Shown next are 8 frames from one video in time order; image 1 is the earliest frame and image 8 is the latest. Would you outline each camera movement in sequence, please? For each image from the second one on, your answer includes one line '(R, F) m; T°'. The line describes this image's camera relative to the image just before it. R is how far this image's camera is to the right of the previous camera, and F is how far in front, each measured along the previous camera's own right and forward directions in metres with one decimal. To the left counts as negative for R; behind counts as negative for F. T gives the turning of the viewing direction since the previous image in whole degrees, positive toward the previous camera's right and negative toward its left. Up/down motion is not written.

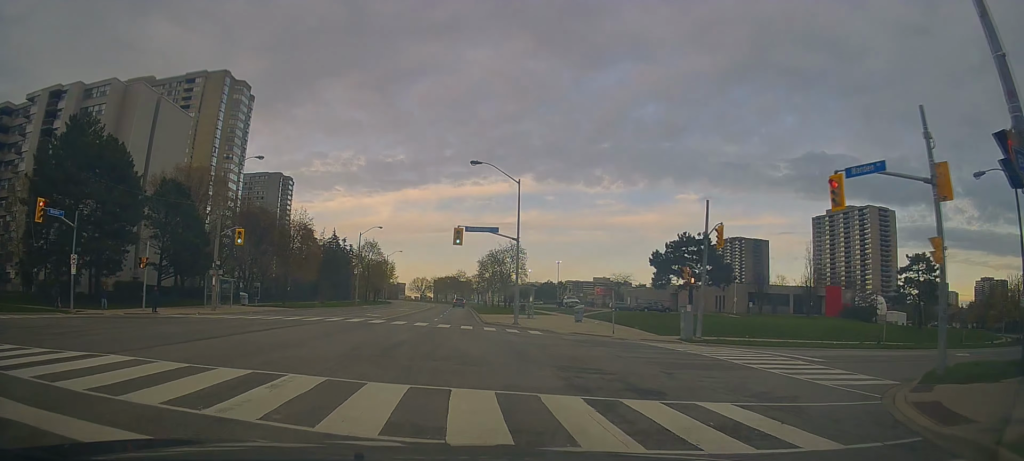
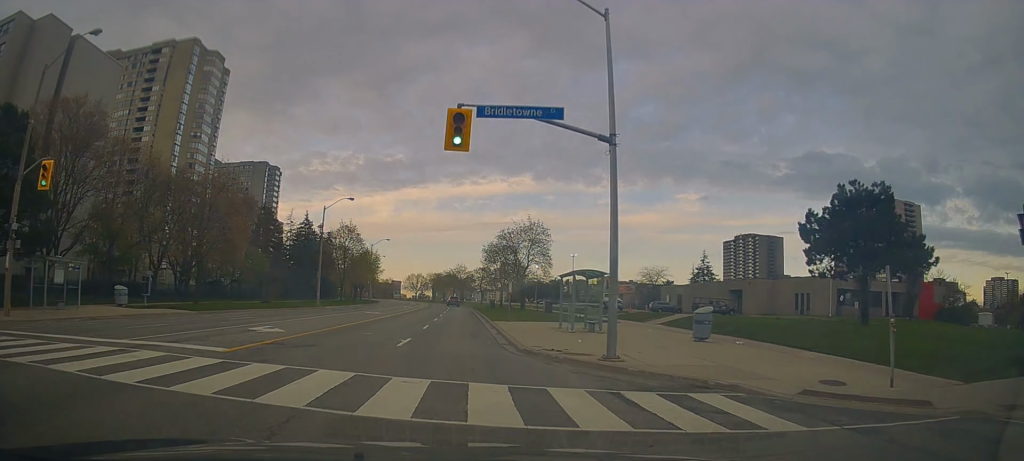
(+0.2, +22.4) m; +1°
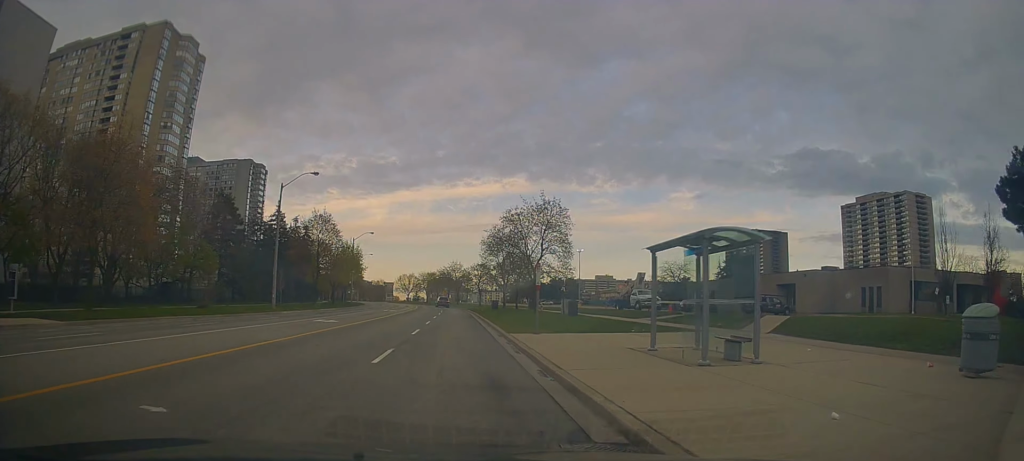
(0.0, +13.5) m; +1°
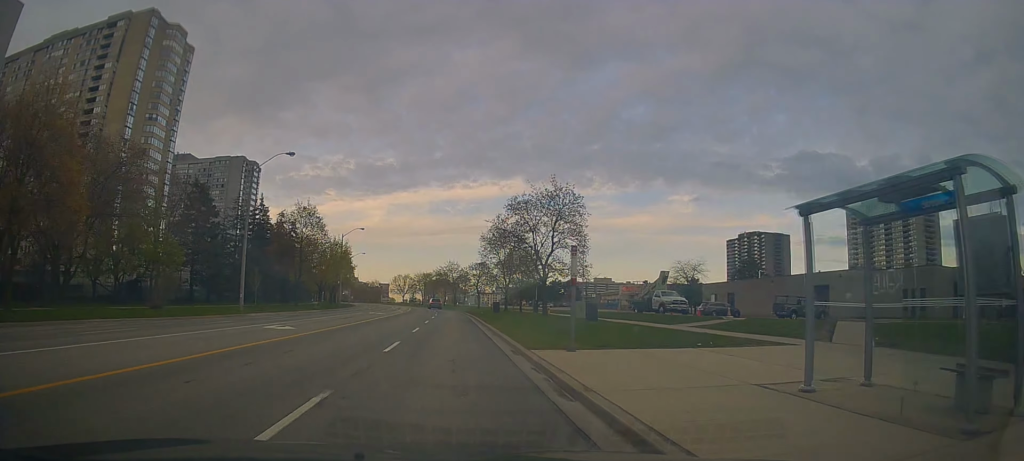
(+0.1, +7.0) m; 0°
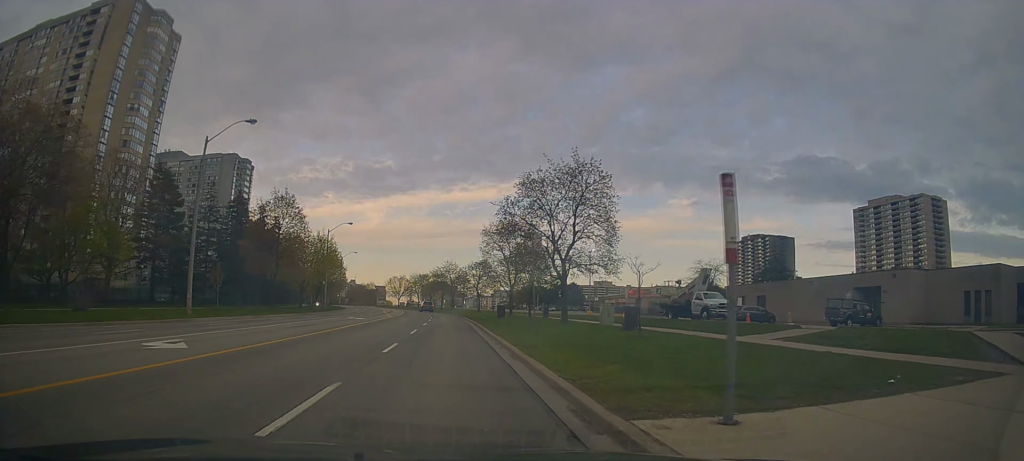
(+0.1, +8.0) m; 0°
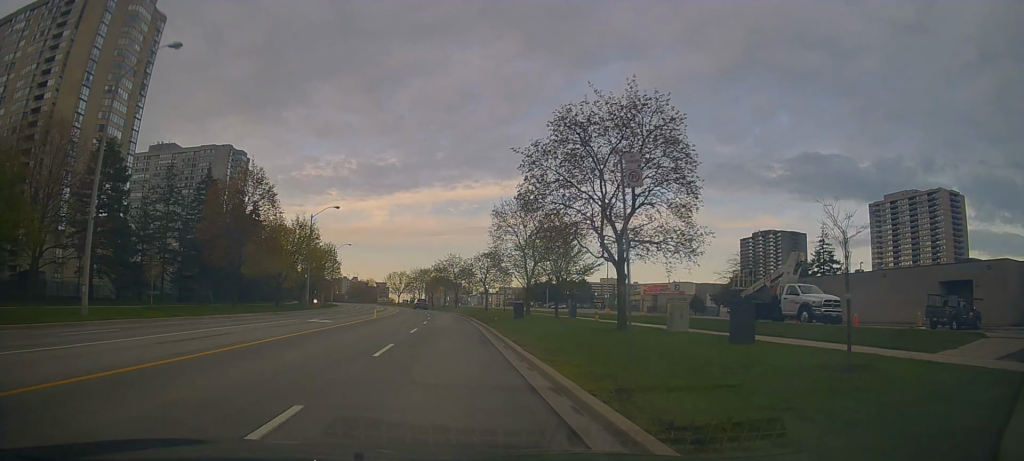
(-0.1, +10.8) m; 0°
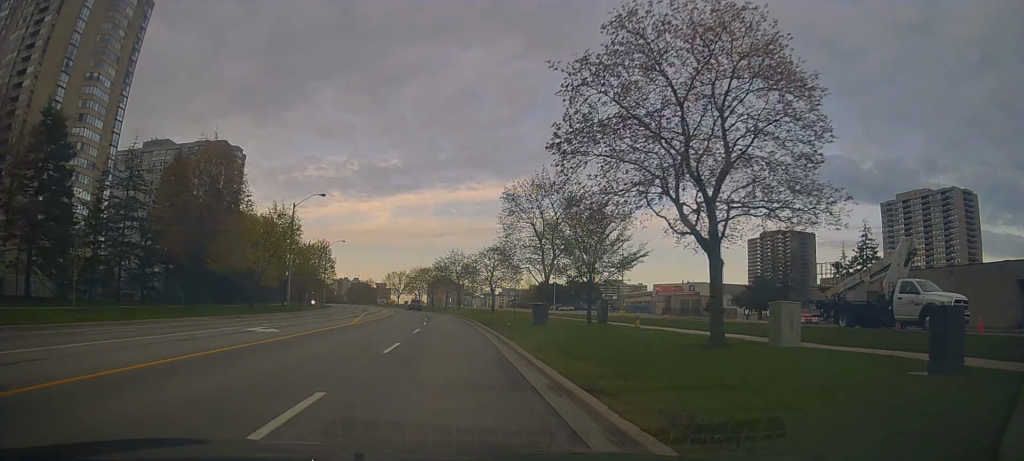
(0.0, +8.2) m; 0°
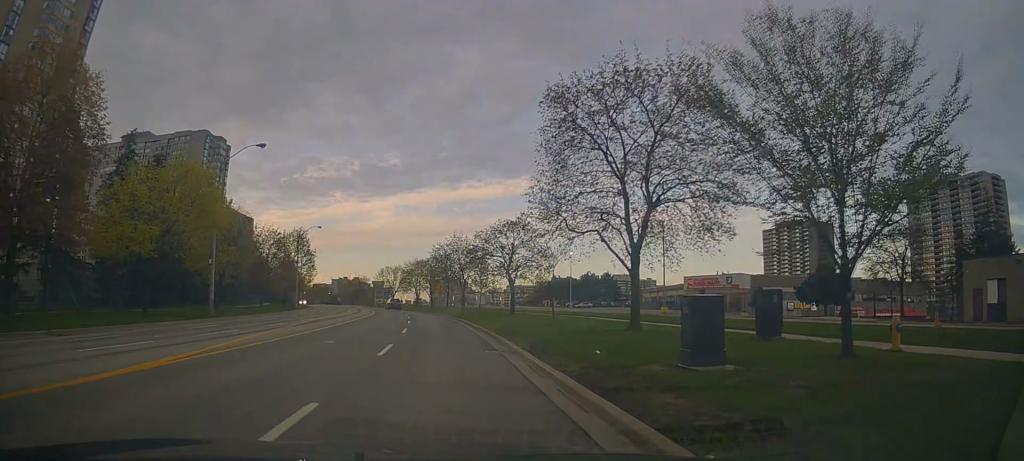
(0.0, +18.9) m; 0°
